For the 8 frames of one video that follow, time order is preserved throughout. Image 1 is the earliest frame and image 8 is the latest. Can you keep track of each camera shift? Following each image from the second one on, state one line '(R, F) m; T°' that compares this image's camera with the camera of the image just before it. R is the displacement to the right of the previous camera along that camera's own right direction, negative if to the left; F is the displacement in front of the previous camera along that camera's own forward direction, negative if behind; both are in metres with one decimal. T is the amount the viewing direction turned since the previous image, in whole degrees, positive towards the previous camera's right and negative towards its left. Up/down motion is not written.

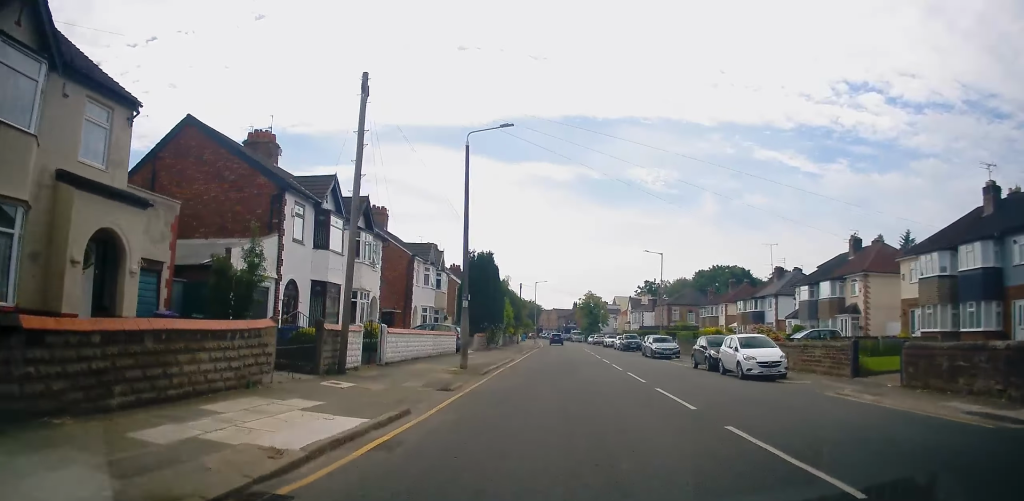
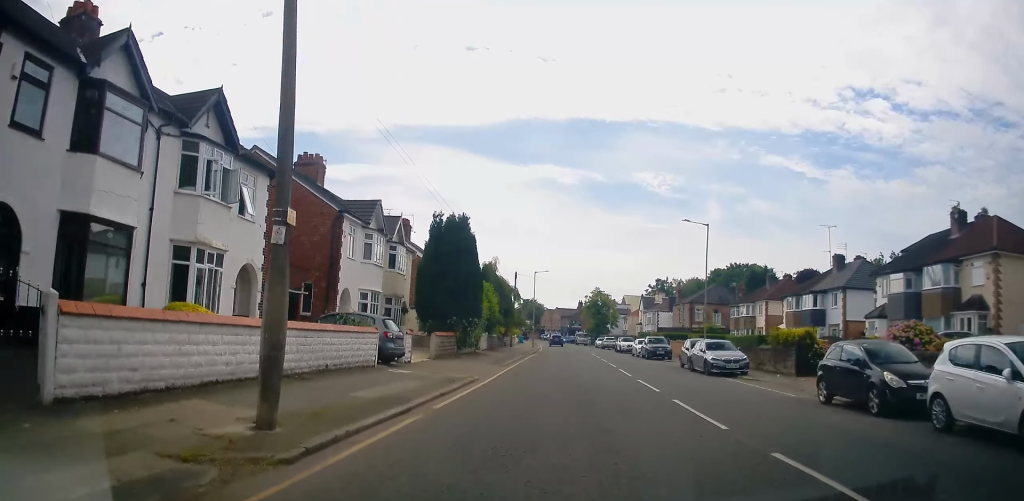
(-0.9, +13.7) m; -3°
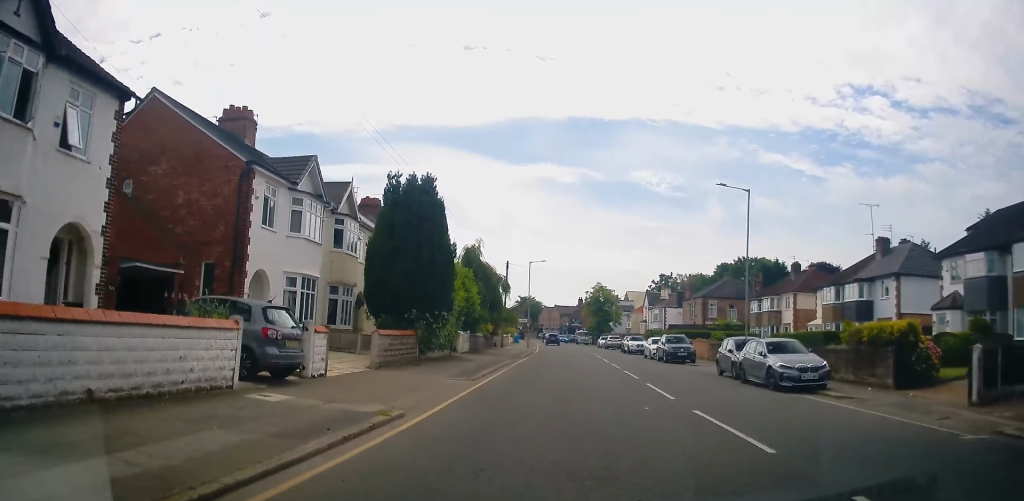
(-0.1, +8.0) m; +1°
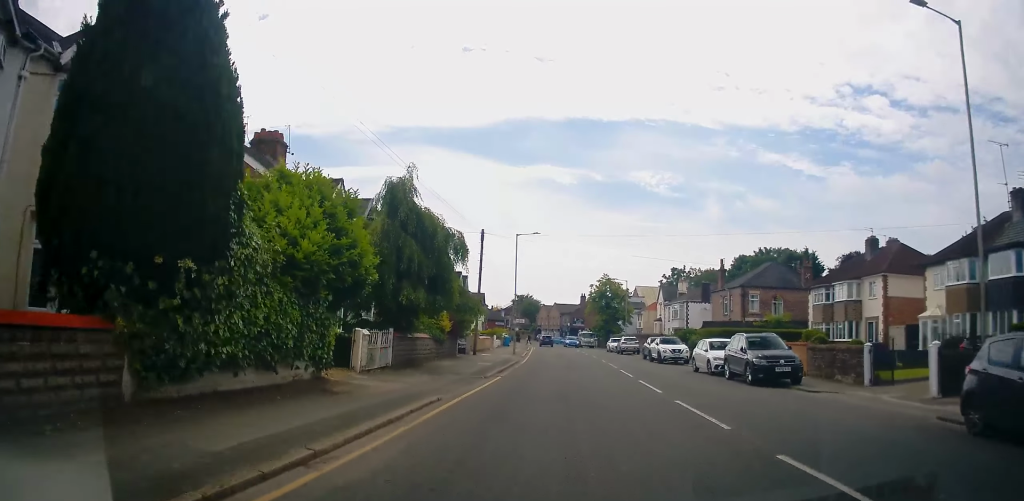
(+0.3, +16.3) m; +1°
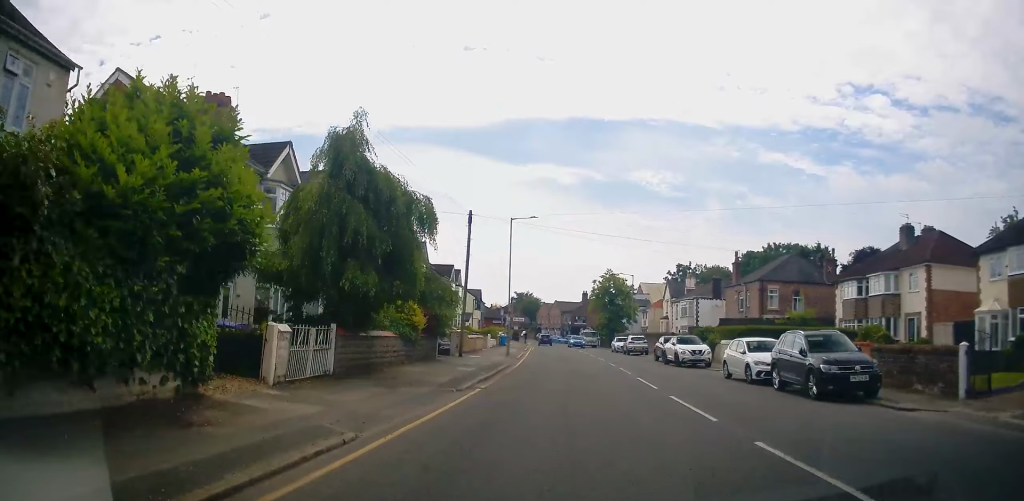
(0.0, +5.2) m; 0°
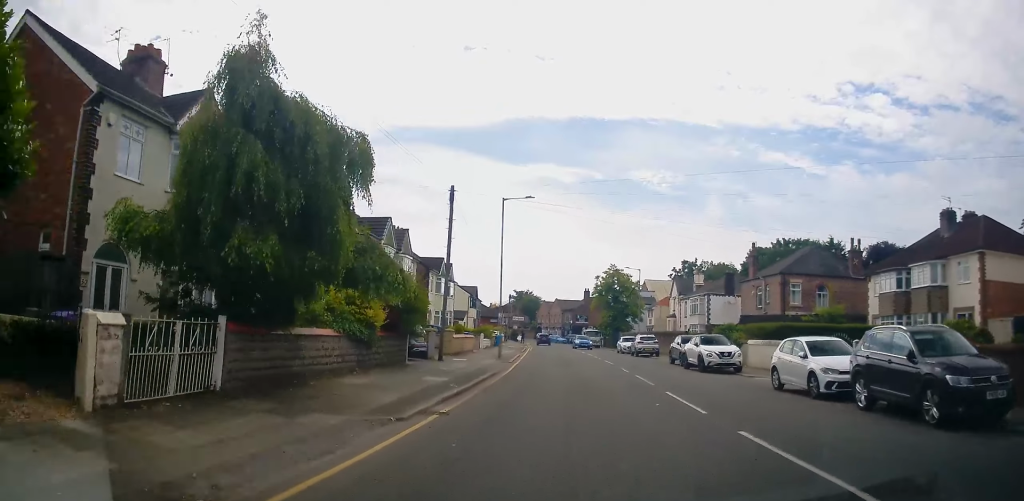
(0.0, +5.2) m; 0°
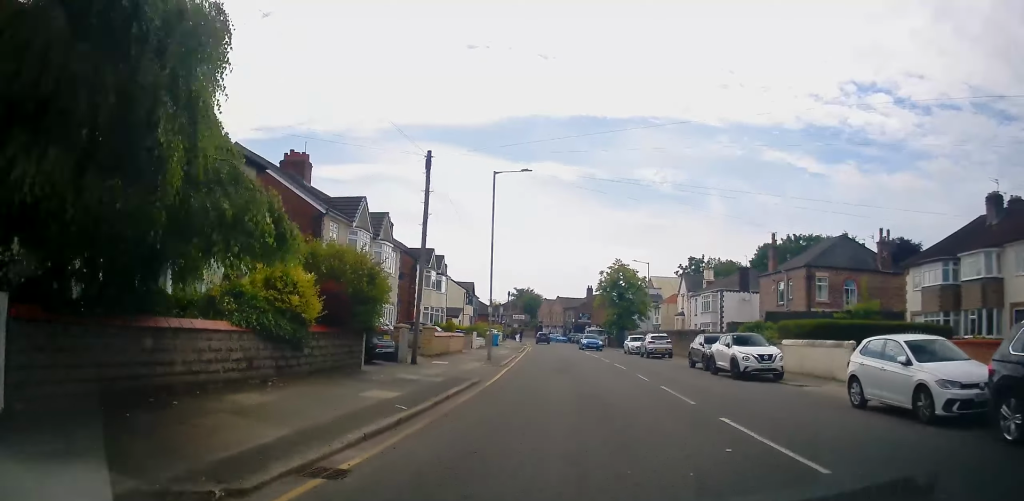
(0.0, +4.8) m; 0°
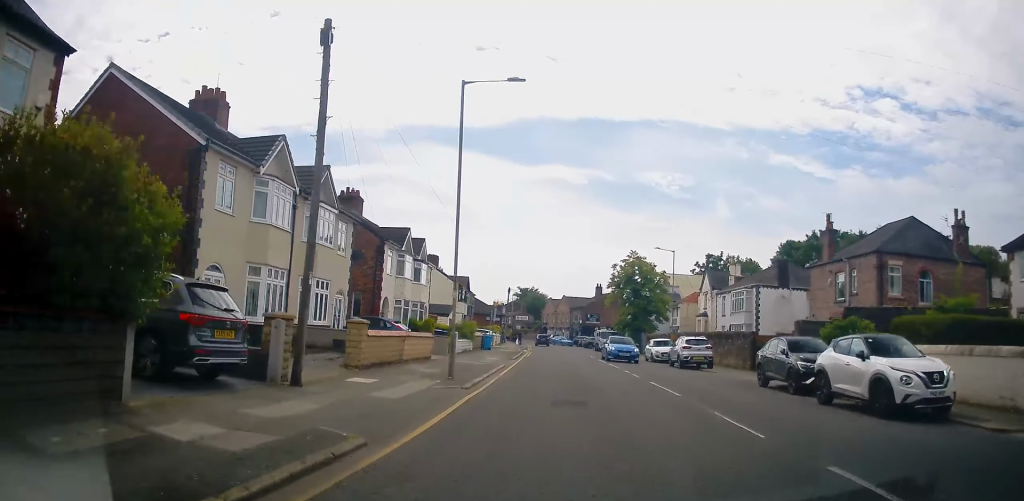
(0.0, +9.6) m; 0°
